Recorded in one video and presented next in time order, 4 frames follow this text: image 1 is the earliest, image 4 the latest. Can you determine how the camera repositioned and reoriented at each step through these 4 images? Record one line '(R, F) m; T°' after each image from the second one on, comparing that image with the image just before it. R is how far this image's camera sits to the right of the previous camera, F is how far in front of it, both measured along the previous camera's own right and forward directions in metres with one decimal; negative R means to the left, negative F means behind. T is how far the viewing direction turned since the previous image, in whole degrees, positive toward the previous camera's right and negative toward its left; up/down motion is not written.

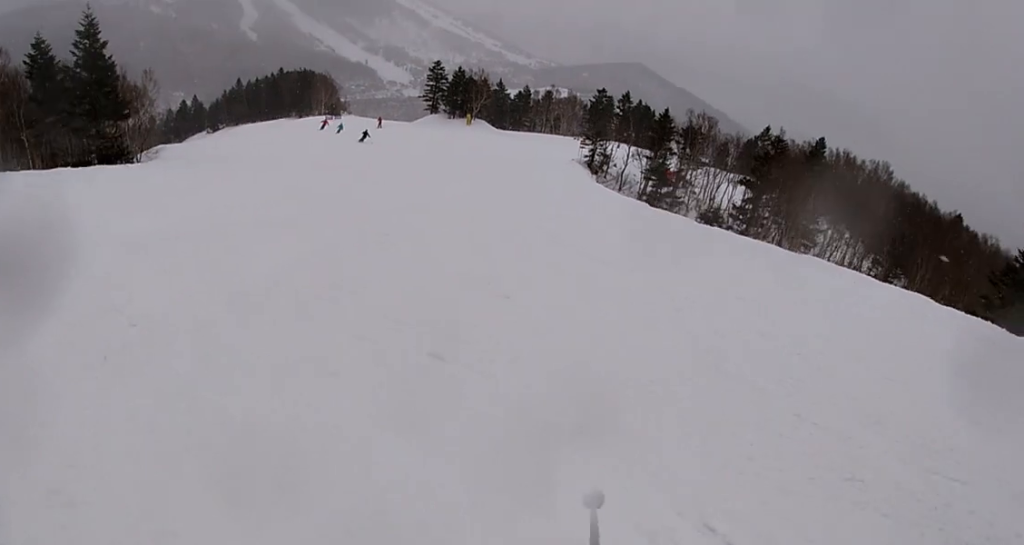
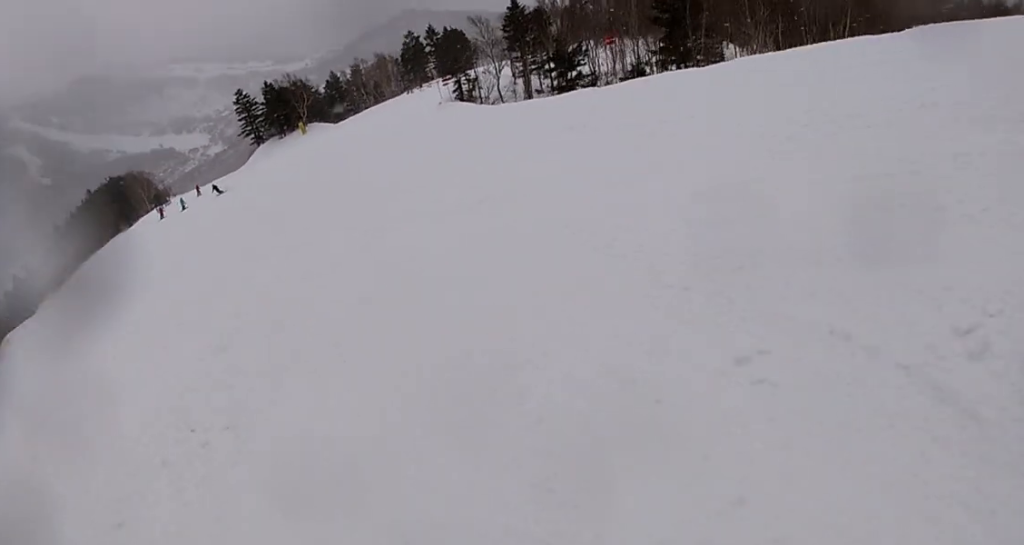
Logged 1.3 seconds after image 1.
(-0.4, +8.4) m; +16°
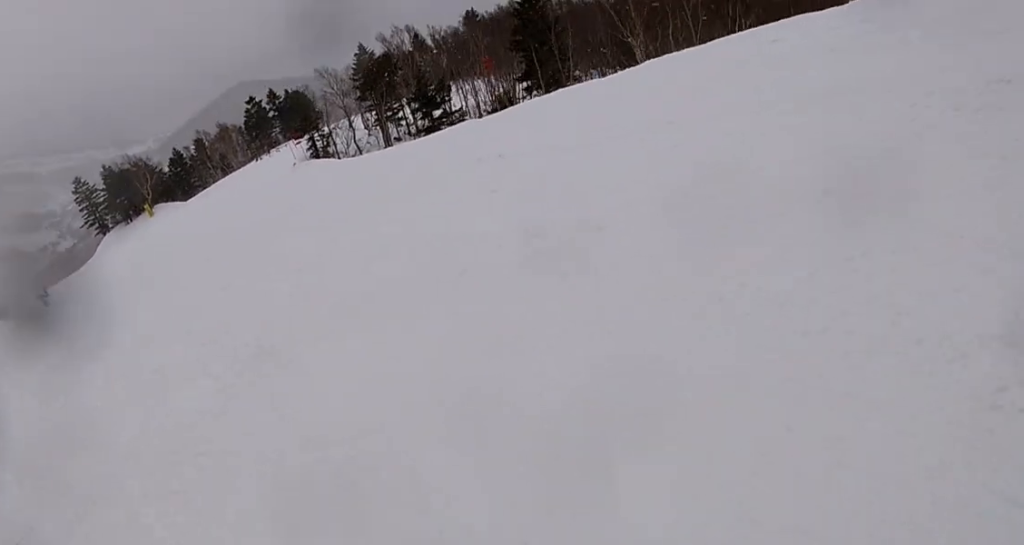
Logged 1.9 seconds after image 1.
(+0.4, +3.6) m; +12°
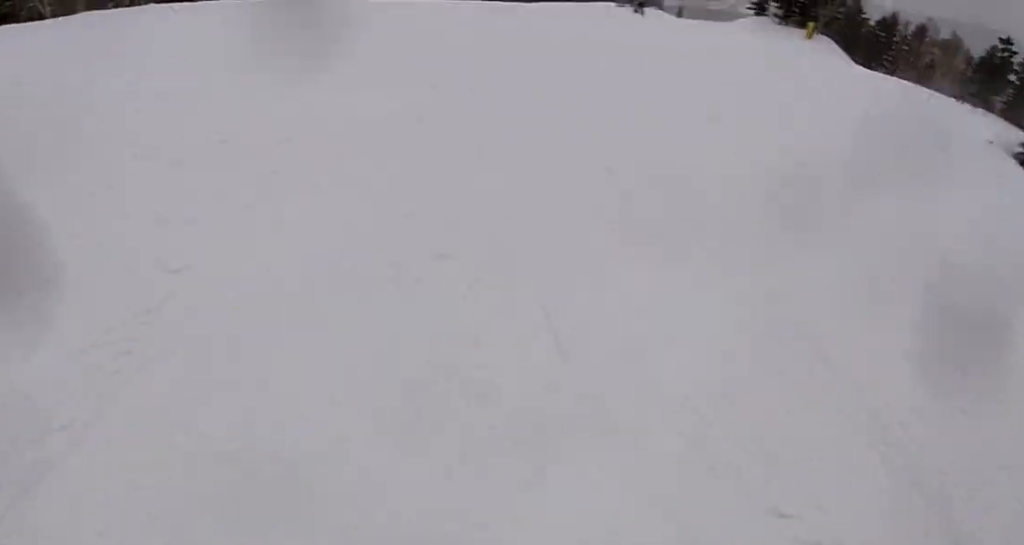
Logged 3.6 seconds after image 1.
(-1.6, +10.8) m; -43°
